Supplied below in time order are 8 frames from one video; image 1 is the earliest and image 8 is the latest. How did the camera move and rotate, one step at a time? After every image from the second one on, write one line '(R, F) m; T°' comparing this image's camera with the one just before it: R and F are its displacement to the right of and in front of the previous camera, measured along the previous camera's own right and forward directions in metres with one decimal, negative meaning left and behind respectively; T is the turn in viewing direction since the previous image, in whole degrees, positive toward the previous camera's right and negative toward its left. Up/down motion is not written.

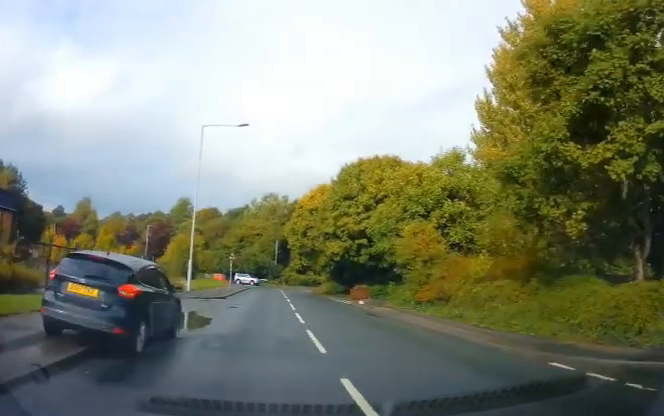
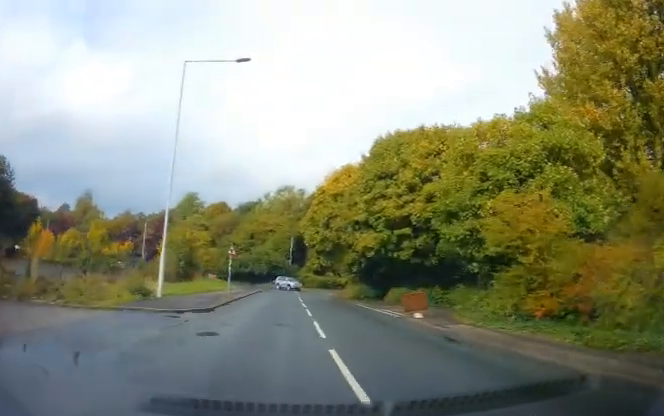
(-0.3, +9.0) m; -5°
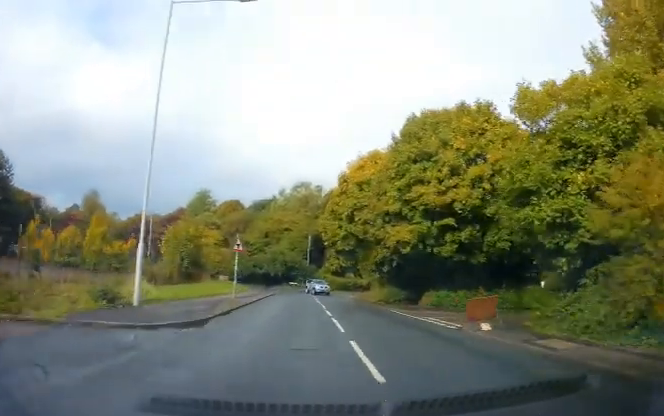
(-0.1, +4.9) m; -1°
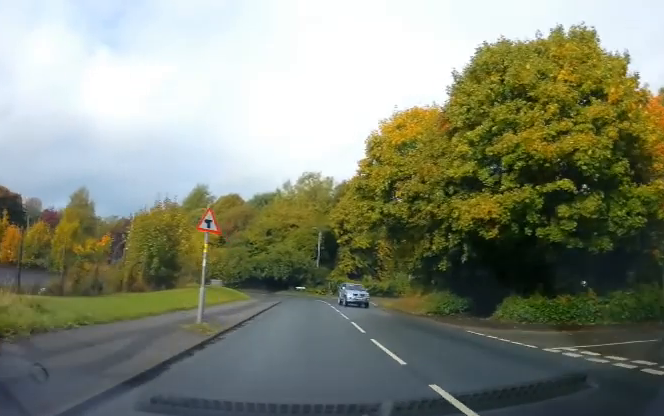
(+0.2, +9.9) m; +1°
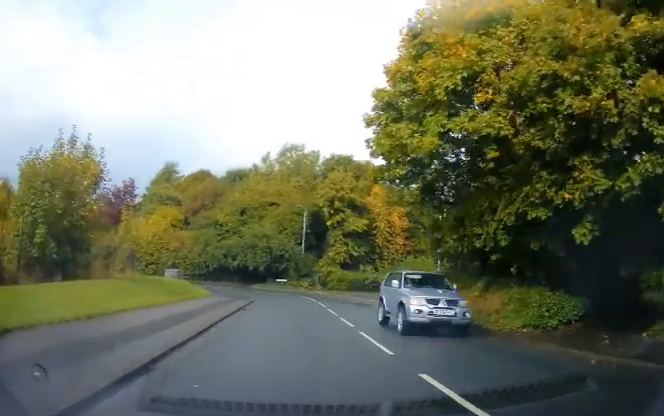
(0.0, +11.2) m; +2°
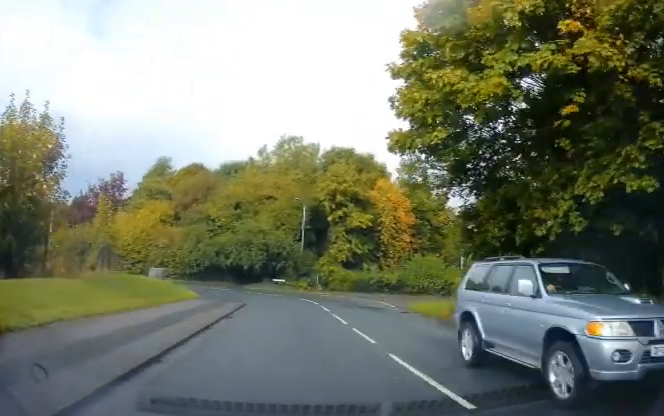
(+0.2, +3.7) m; +1°
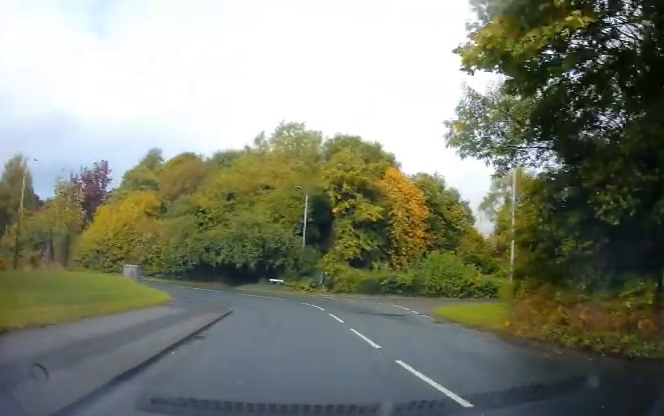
(+0.1, +5.3) m; 0°
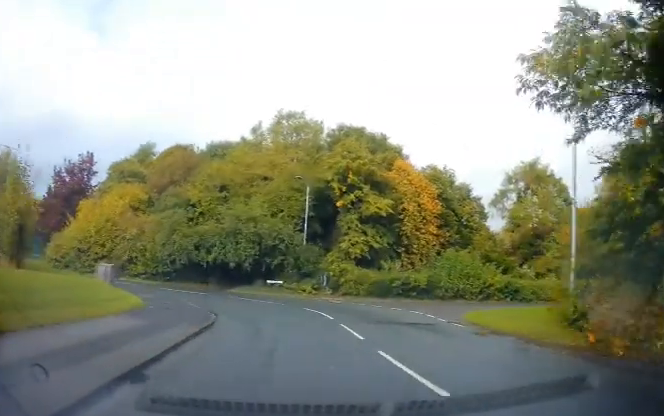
(-0.1, +4.2) m; -1°
